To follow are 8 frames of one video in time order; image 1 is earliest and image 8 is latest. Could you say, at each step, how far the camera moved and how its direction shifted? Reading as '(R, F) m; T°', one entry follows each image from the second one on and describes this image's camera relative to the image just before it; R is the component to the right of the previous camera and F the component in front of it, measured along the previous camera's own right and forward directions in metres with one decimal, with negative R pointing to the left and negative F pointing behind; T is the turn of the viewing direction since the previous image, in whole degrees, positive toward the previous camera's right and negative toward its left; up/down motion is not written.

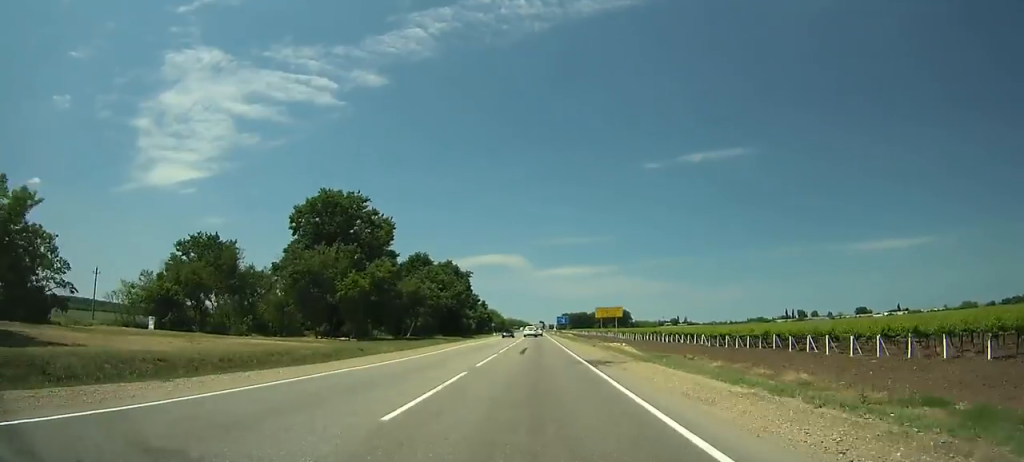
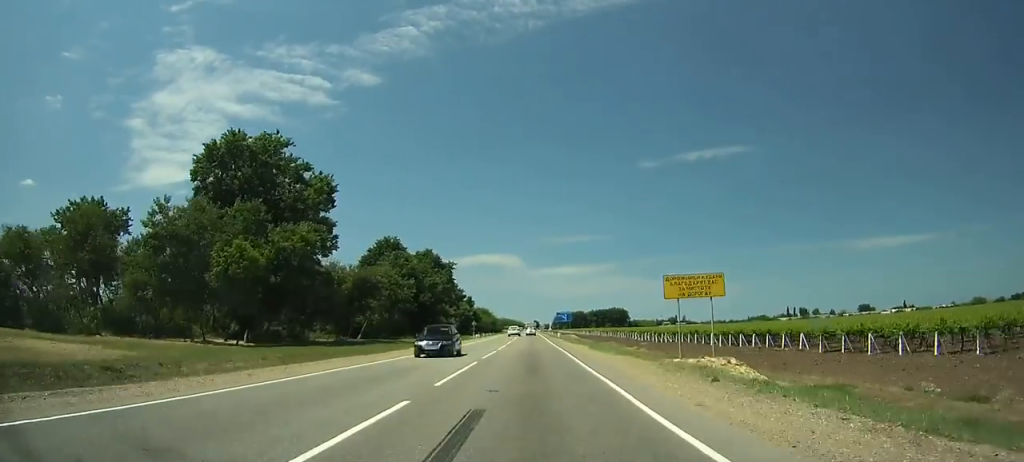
(-0.2, +30.8) m; 0°
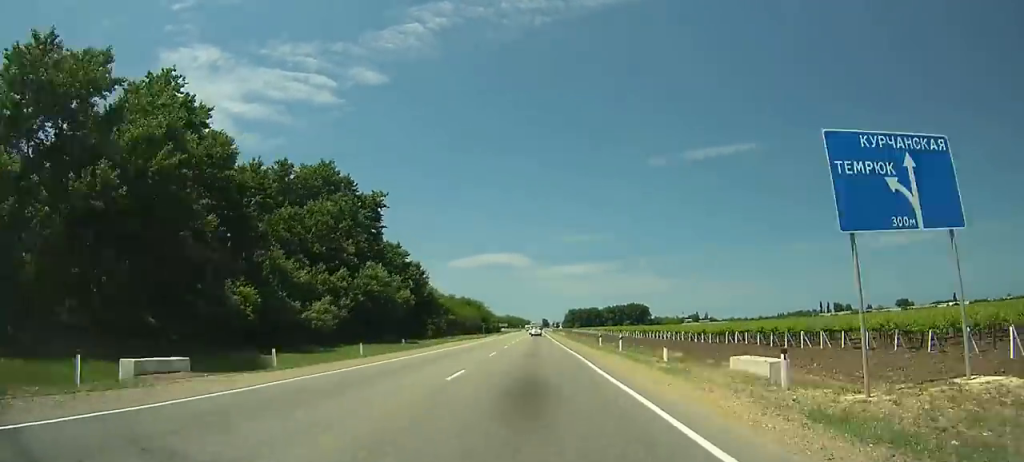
(+0.5, +99.6) m; 0°
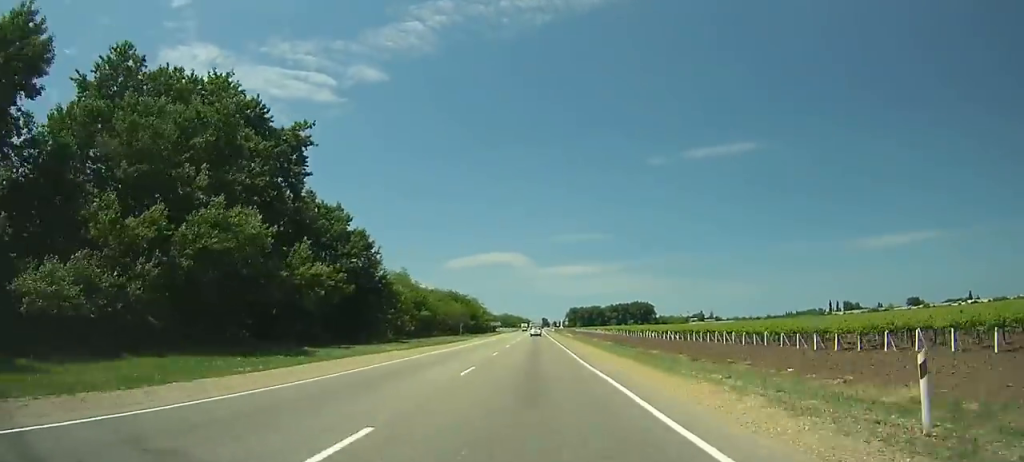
(+0.1, +34.1) m; 0°
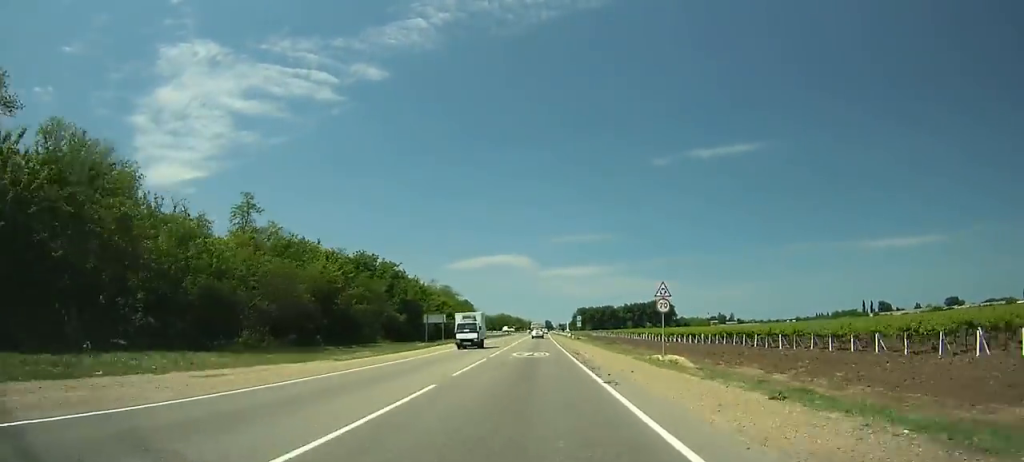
(-0.9, +95.6) m; 0°
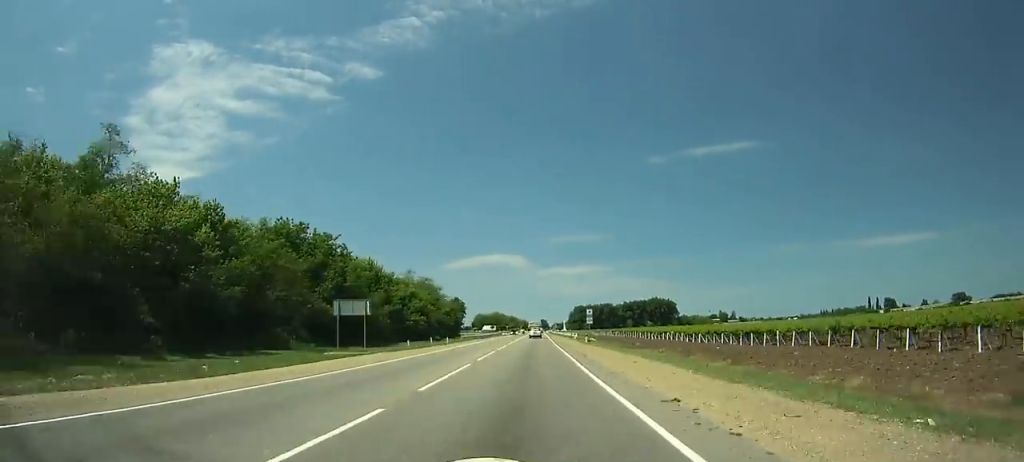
(+0.1, +28.4) m; 0°
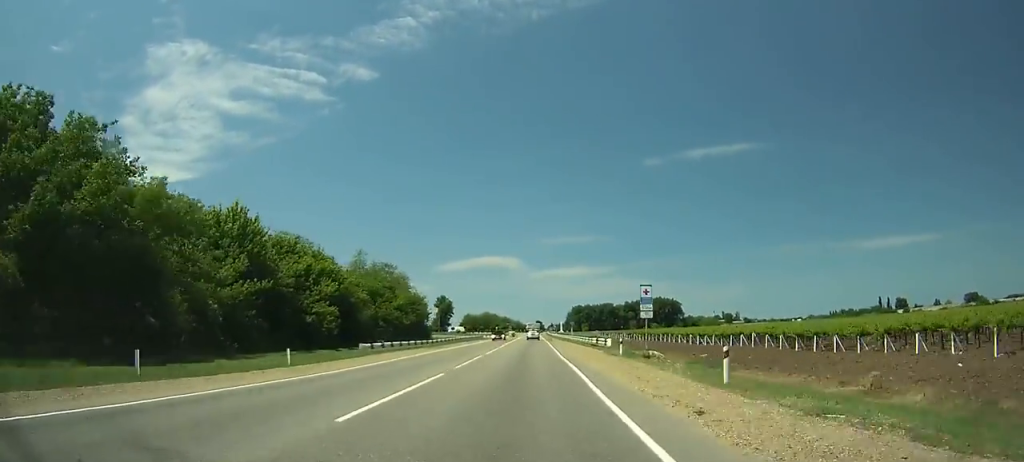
(+0.1, +40.9) m; 0°
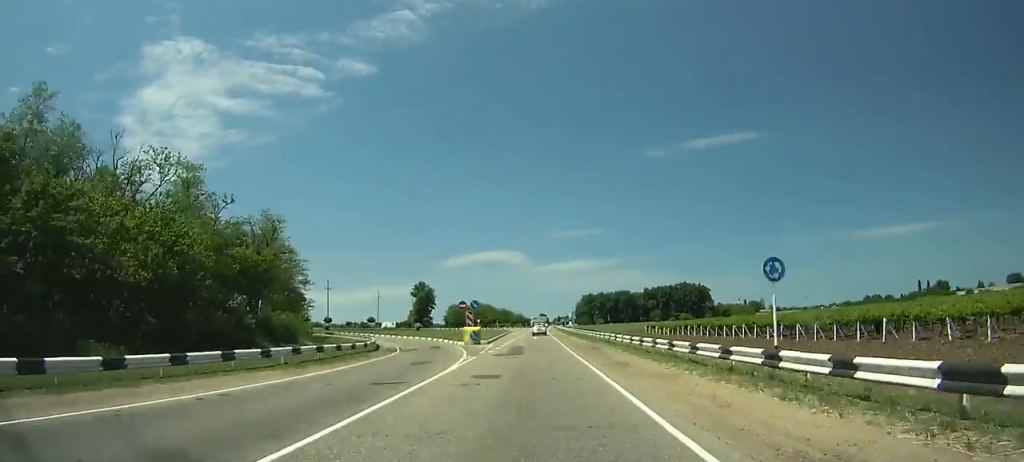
(-0.2, +81.7) m; 0°
